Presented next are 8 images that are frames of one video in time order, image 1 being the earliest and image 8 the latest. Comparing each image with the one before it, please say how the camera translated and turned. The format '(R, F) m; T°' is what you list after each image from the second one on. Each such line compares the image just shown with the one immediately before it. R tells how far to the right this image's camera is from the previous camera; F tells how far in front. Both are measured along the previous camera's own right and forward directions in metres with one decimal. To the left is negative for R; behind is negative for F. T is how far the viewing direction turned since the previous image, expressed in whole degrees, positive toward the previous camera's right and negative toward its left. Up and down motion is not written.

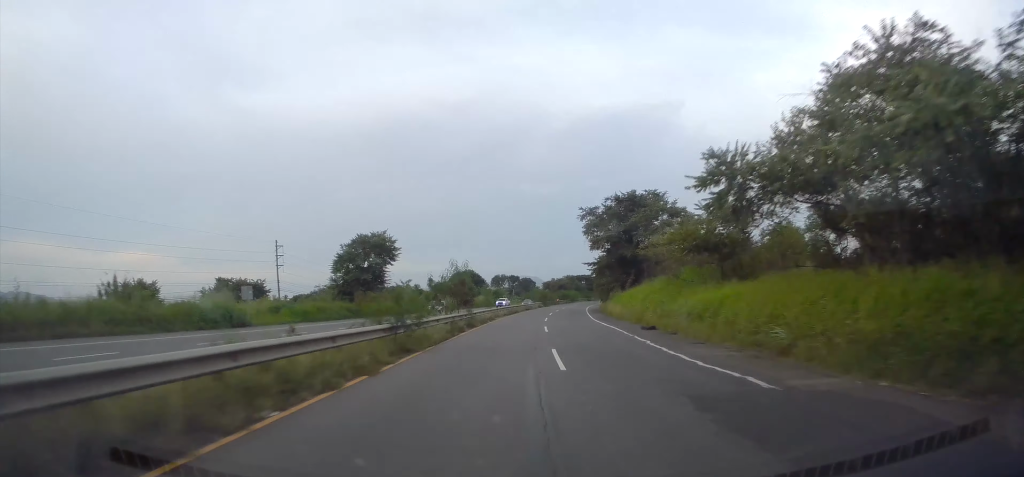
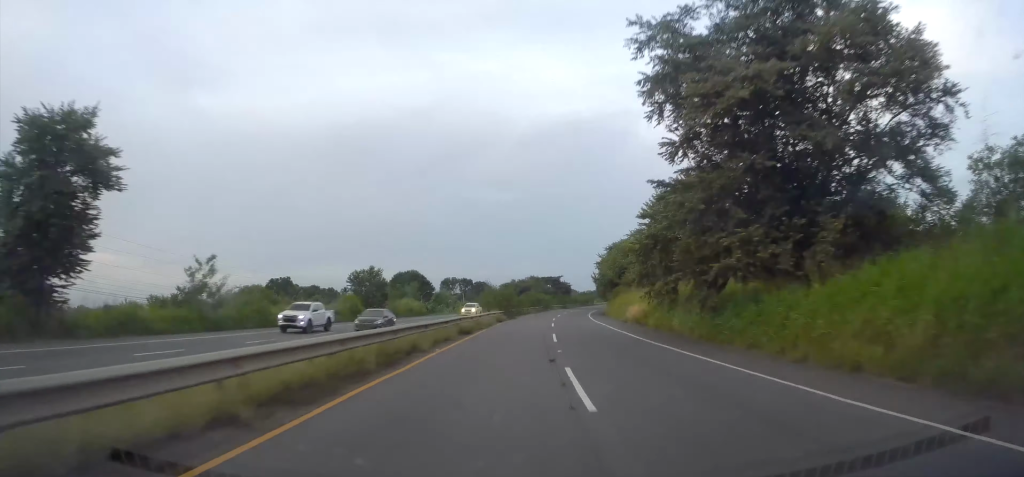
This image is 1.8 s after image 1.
(+1.6, +43.6) m; +4°
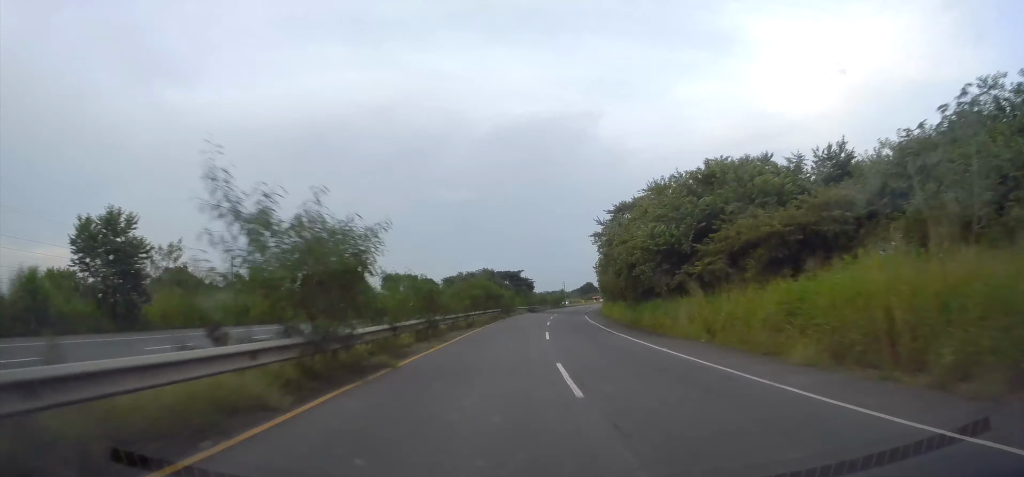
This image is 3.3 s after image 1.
(+1.5, +39.0) m; +4°
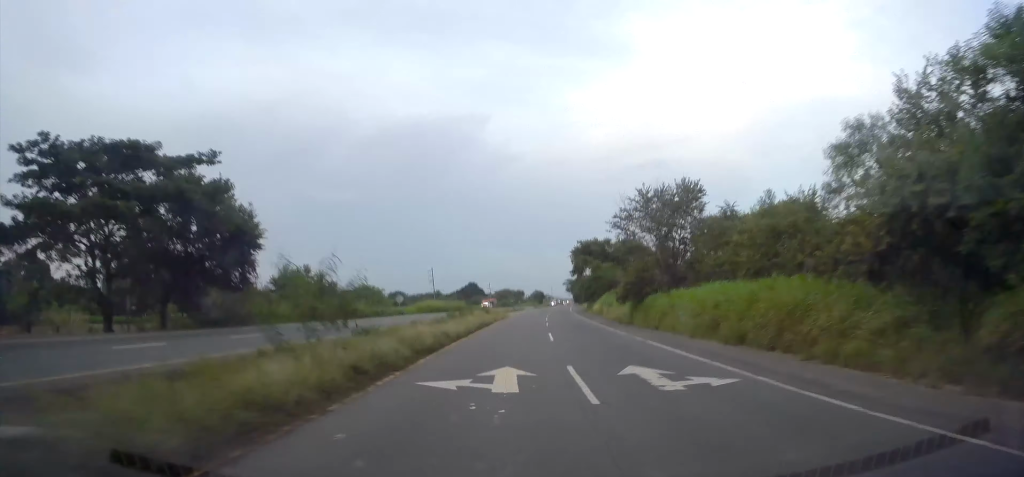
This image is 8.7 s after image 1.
(+12.1, +128.8) m; +11°
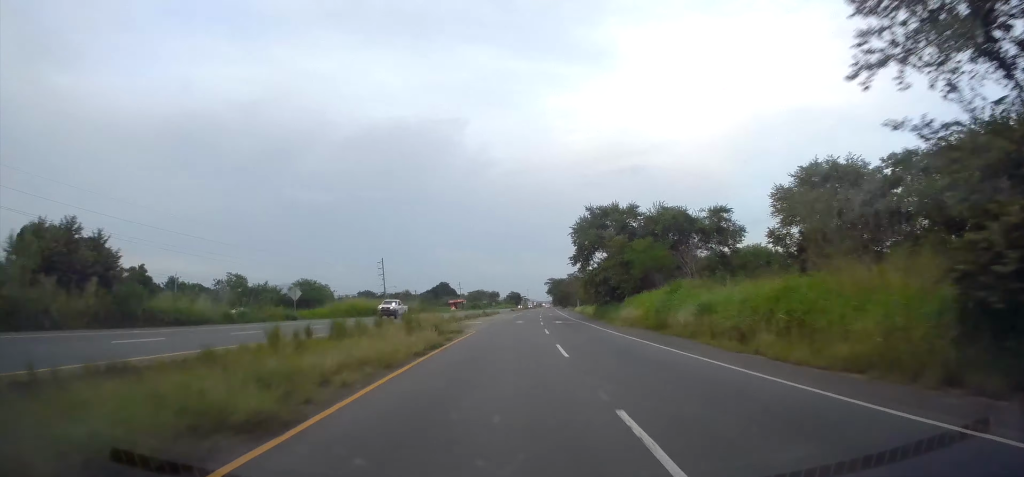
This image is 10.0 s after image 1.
(+0.8, +31.9) m; +3°
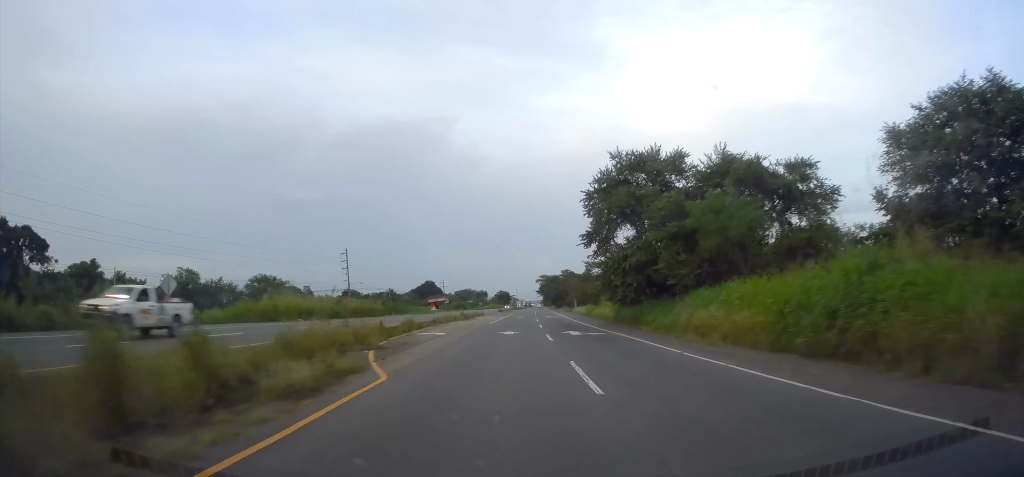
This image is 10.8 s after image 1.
(+0.5, +17.8) m; +1°
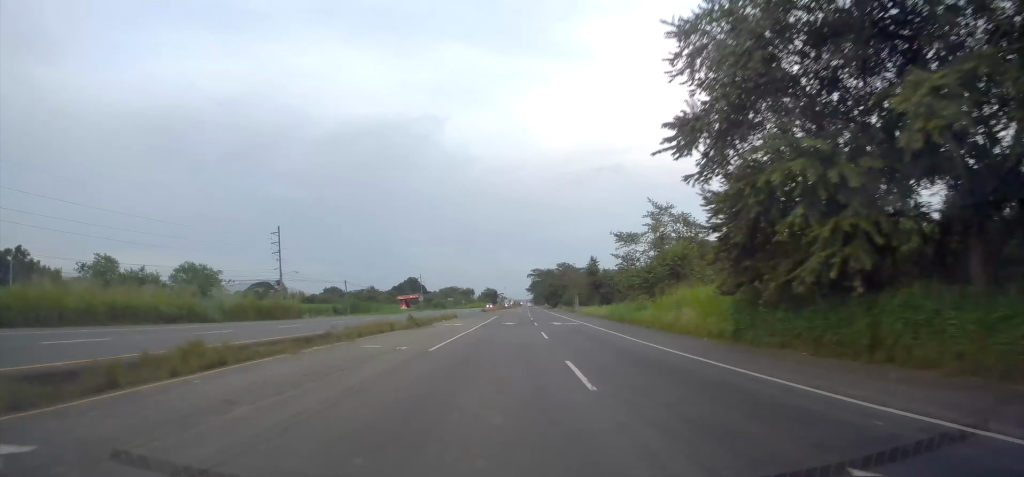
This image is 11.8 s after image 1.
(+0.5, +25.8) m; +1°
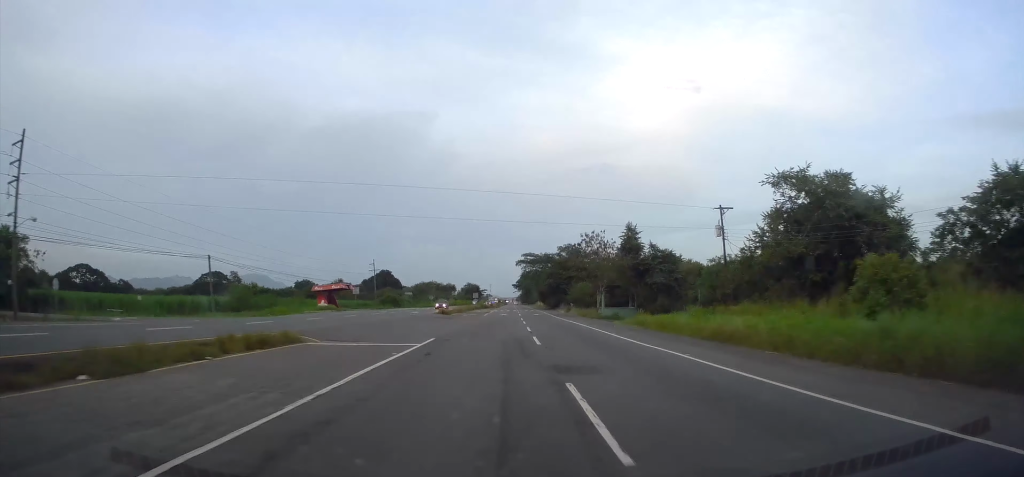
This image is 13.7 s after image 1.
(+0.6, +43.3) m; +1°
